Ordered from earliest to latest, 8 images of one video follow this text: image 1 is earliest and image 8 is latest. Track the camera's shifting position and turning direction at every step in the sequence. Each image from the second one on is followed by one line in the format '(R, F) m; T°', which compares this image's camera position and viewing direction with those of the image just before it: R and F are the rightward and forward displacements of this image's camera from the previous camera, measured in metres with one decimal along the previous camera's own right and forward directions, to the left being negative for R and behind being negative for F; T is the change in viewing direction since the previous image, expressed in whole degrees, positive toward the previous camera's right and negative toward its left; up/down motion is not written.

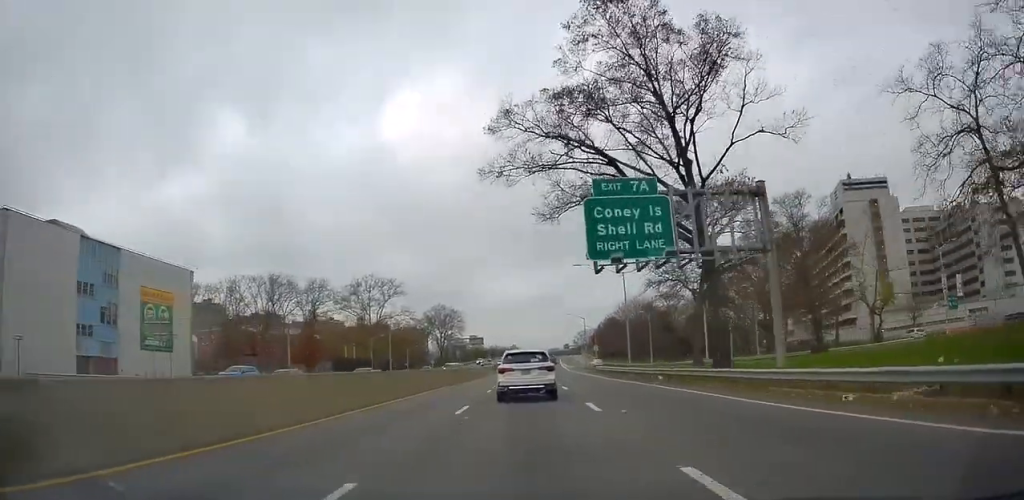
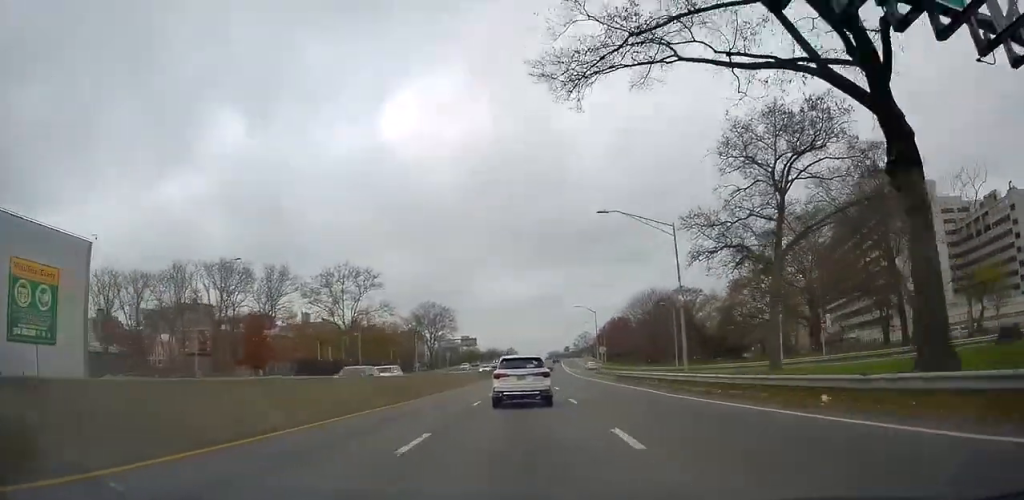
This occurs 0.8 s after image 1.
(0.0, +18.9) m; 0°
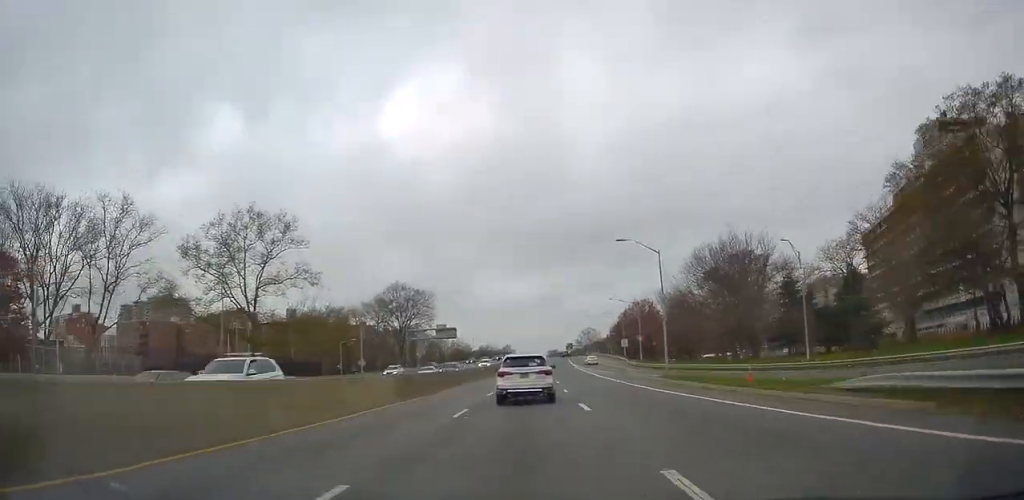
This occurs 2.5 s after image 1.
(+0.5, +41.6) m; +1°
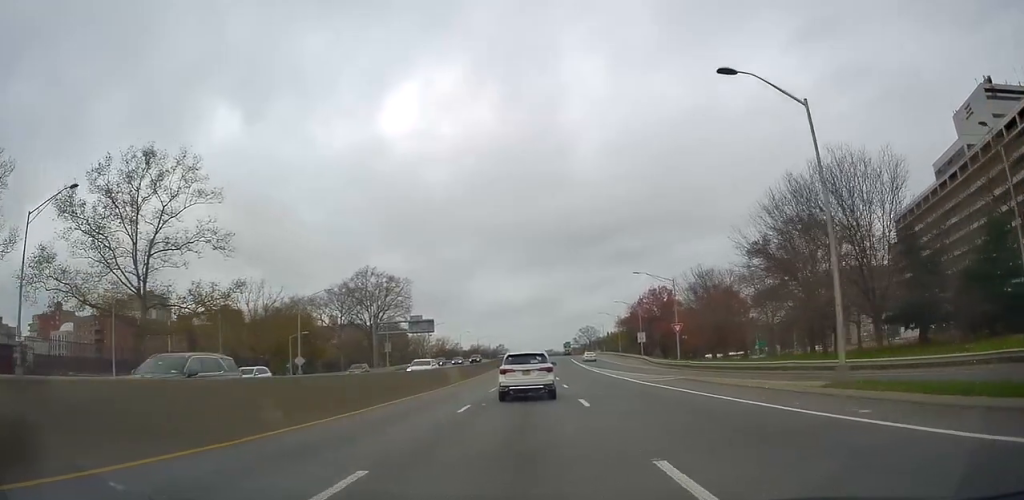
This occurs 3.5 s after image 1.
(0.0, +22.5) m; +1°
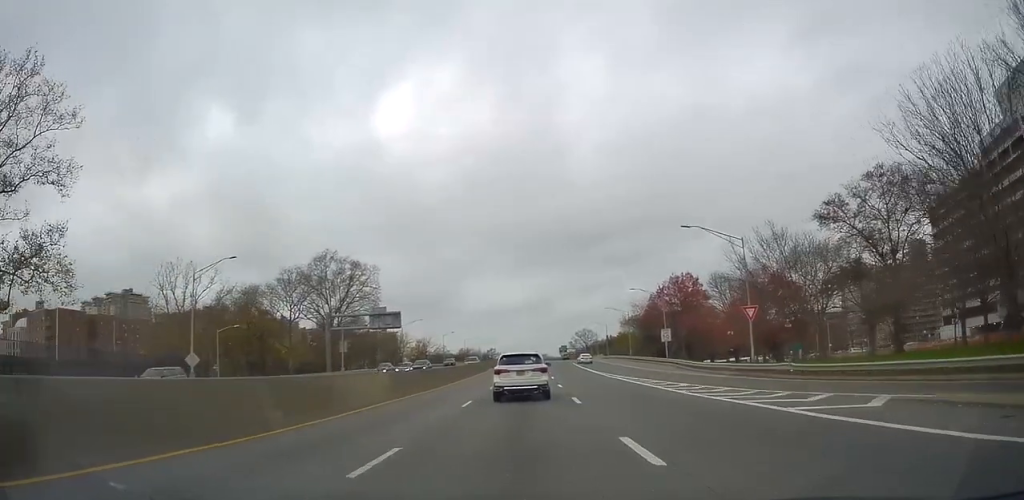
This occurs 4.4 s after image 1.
(+0.5, +20.7) m; 0°
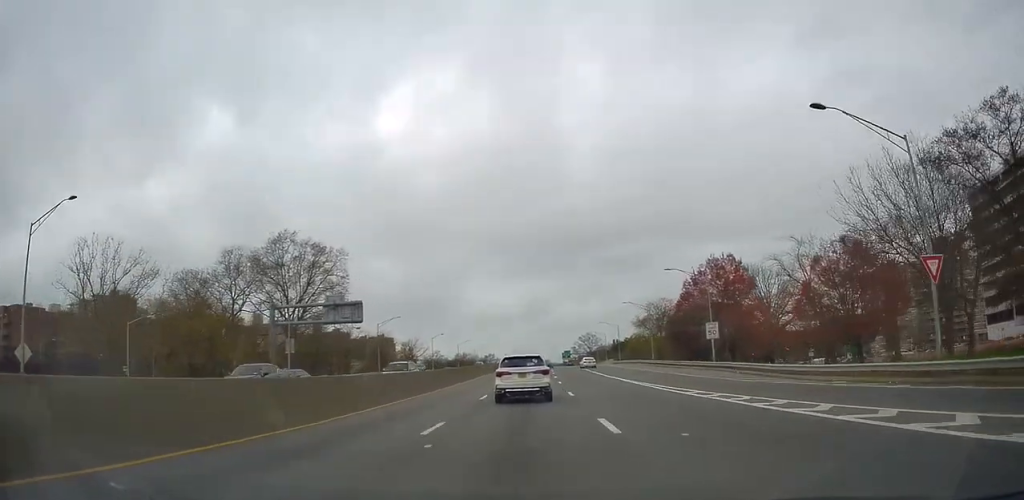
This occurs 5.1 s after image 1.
(-0.5, +18.0) m; 0°
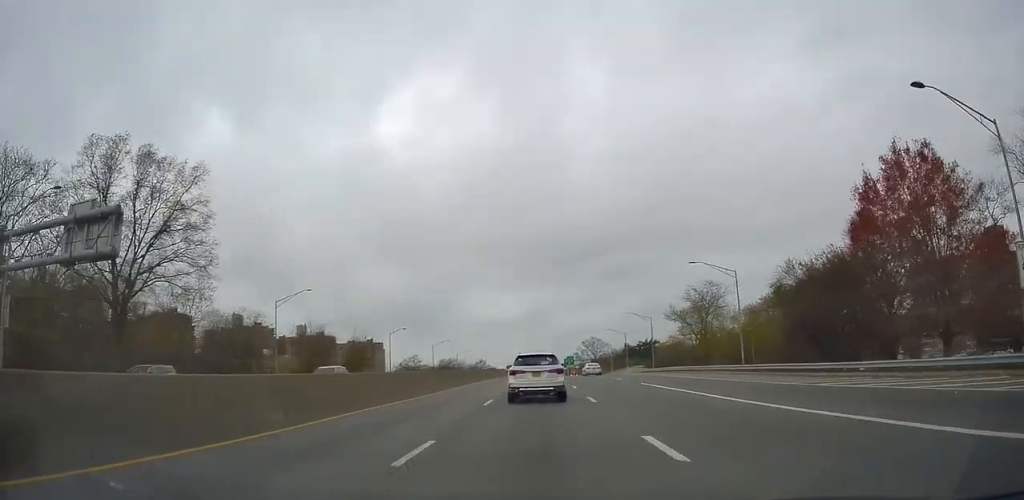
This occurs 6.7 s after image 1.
(+0.4, +37.8) m; 0°
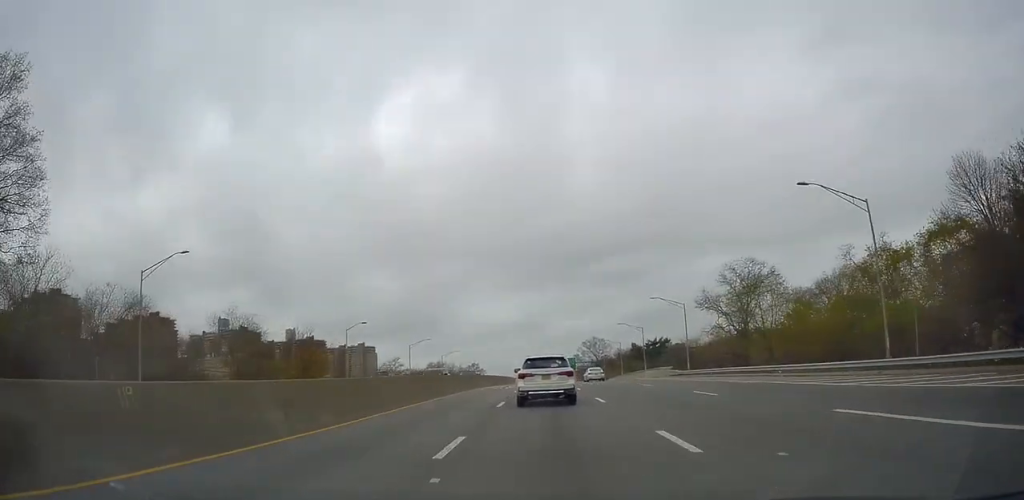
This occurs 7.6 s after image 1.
(-0.3, +22.1) m; 0°
